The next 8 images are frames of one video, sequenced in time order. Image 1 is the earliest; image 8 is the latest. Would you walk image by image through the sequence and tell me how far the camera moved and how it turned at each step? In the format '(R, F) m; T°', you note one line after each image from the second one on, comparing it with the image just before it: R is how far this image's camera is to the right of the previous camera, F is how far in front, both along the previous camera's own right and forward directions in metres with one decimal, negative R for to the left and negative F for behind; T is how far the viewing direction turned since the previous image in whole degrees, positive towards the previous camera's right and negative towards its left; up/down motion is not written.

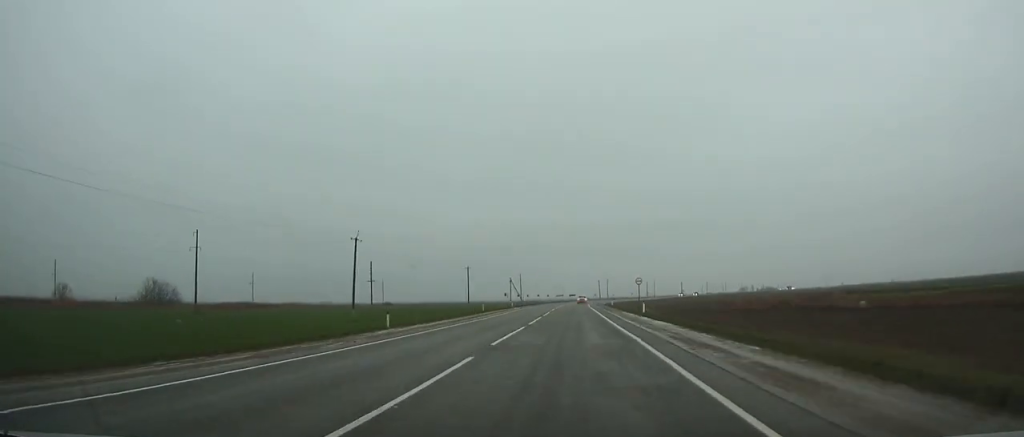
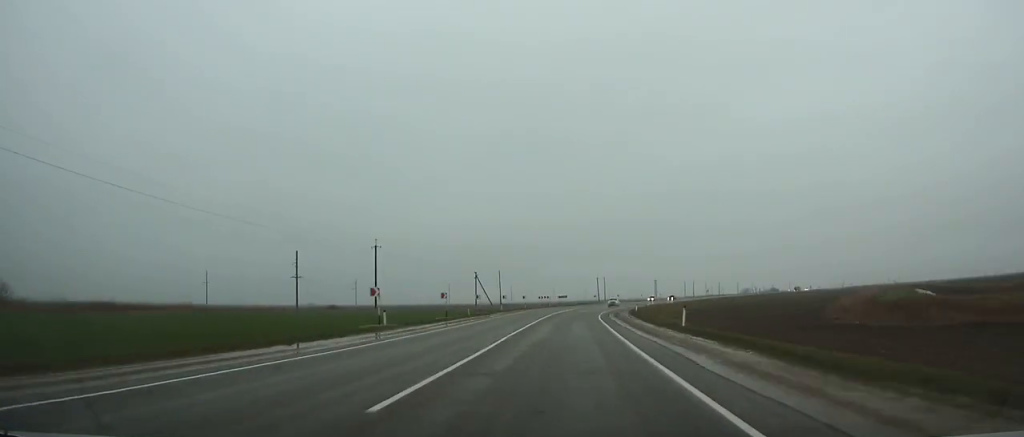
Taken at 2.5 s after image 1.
(+0.4, +56.7) m; +3°
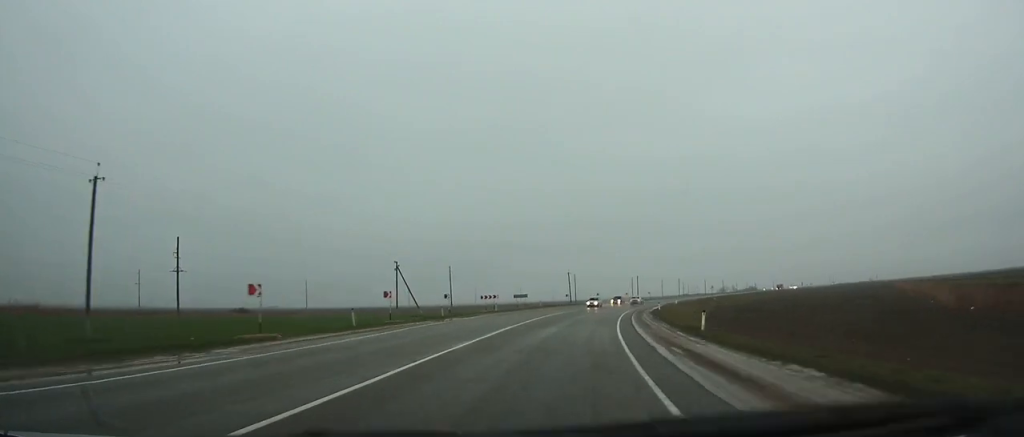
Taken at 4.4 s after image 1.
(-0.3, +42.5) m; +3°
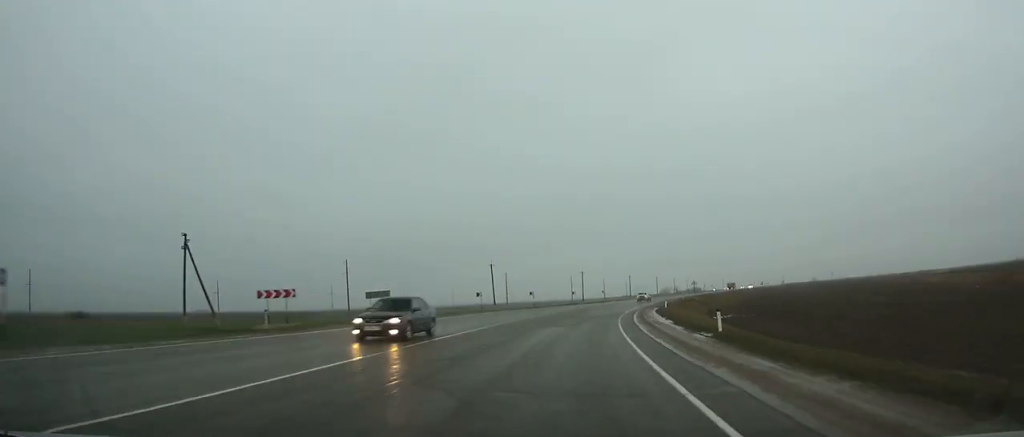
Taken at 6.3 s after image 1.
(+2.8, +41.8) m; +6°
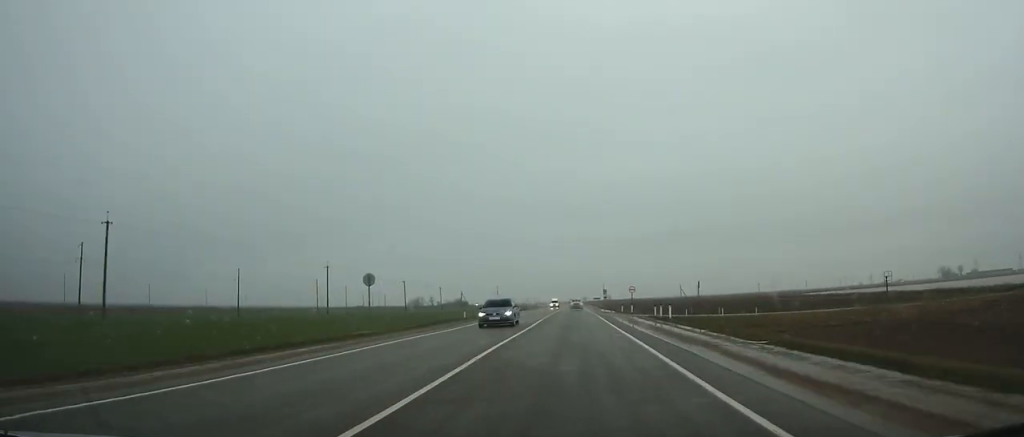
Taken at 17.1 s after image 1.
(+53.2, +225.2) m; +19°
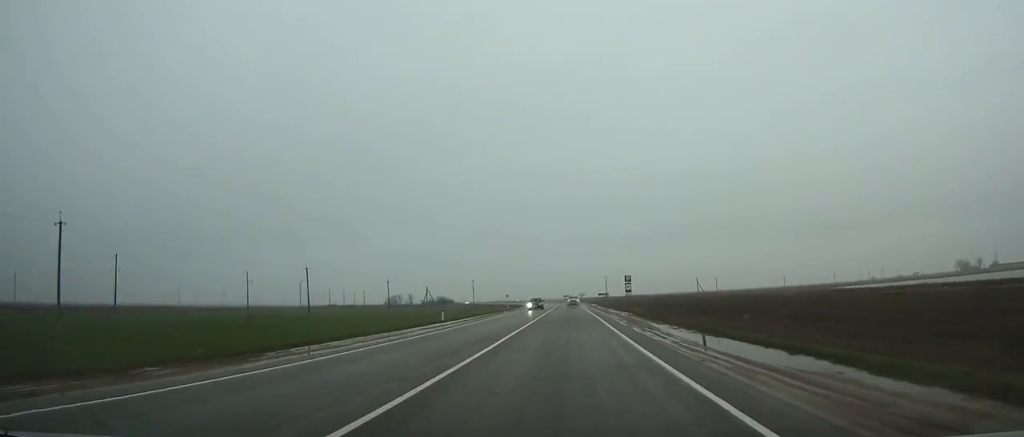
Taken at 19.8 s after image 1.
(+0.3, +57.4) m; 0°
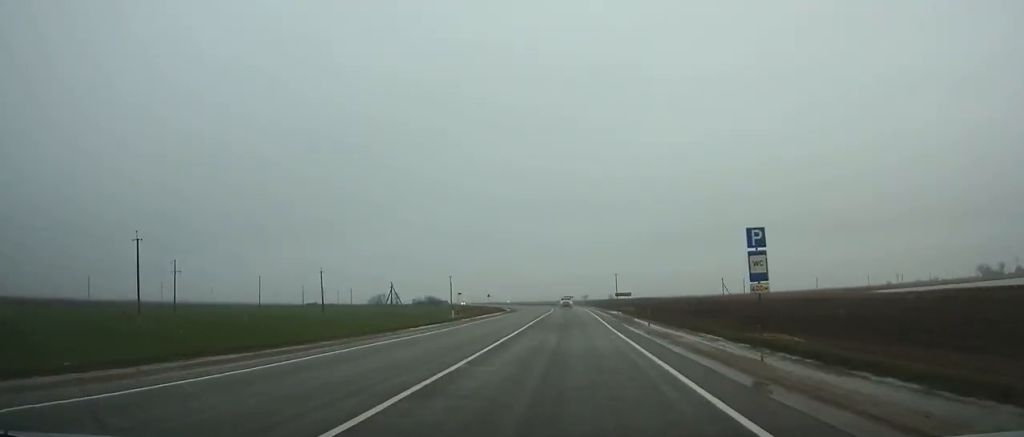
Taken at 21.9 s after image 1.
(0.0, +44.6) m; -1°
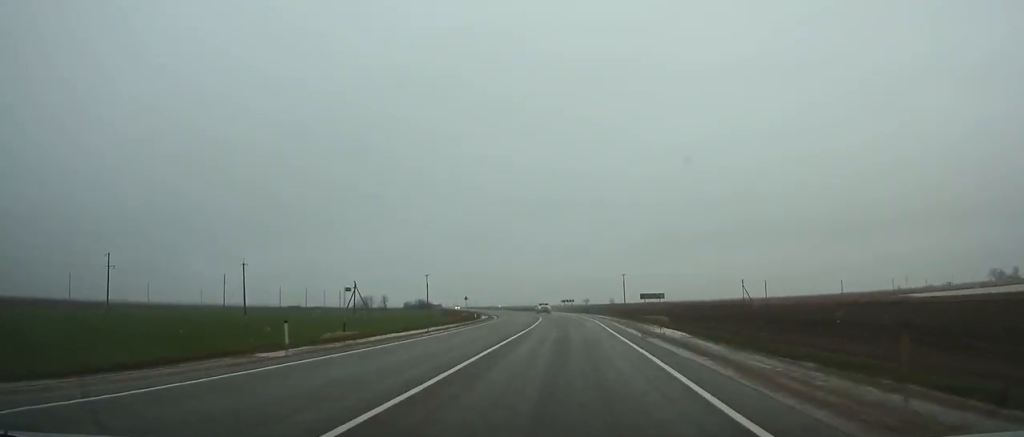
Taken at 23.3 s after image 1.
(-0.4, +29.8) m; -2°
